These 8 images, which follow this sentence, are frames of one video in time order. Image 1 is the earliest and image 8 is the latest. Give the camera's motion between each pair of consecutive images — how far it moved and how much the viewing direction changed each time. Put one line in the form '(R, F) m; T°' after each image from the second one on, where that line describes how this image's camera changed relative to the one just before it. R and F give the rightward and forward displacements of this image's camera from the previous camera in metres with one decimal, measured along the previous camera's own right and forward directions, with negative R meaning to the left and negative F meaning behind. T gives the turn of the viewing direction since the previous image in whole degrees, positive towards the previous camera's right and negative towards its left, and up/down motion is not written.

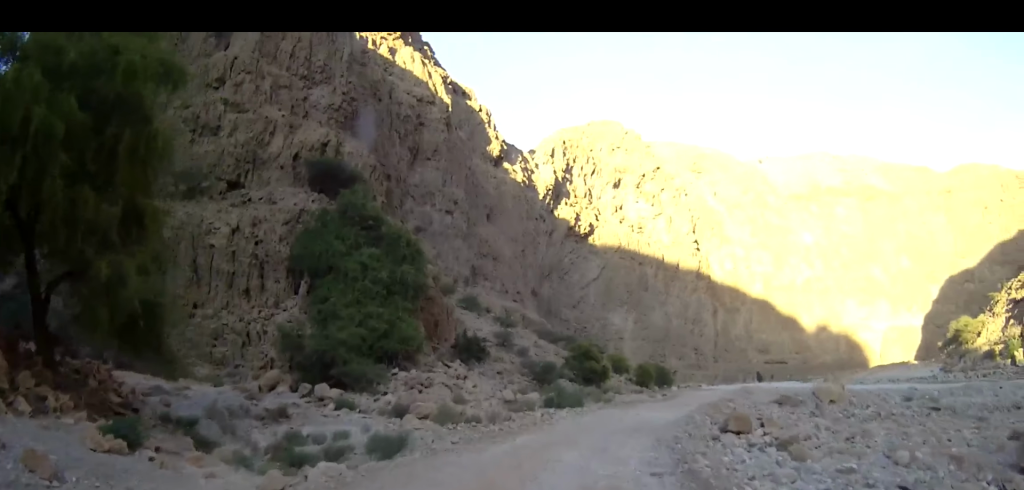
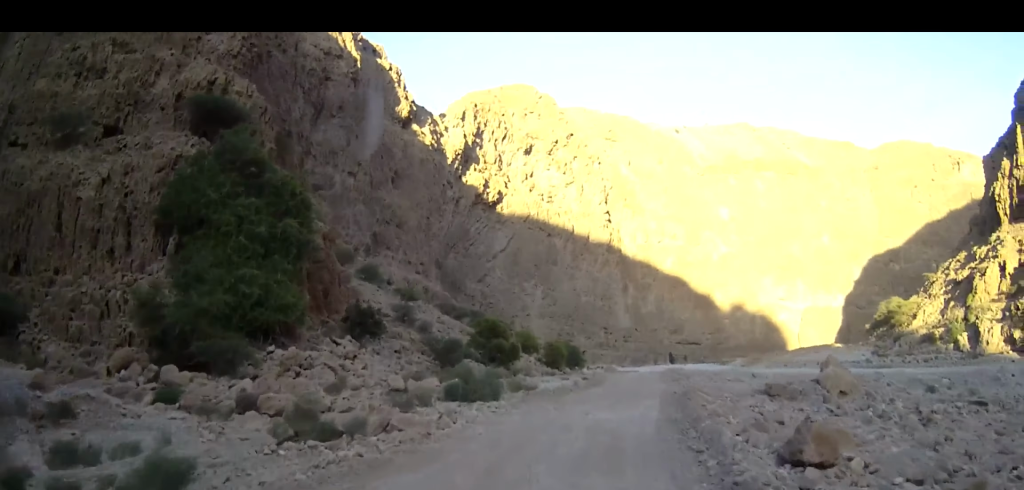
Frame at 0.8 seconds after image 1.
(+0.6, +10.0) m; +6°
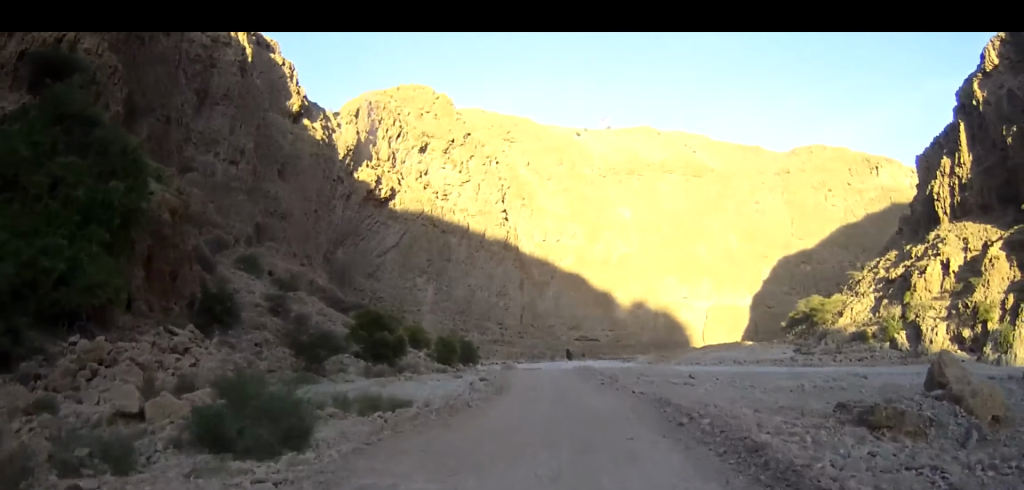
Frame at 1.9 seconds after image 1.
(+1.0, +13.8) m; +8°
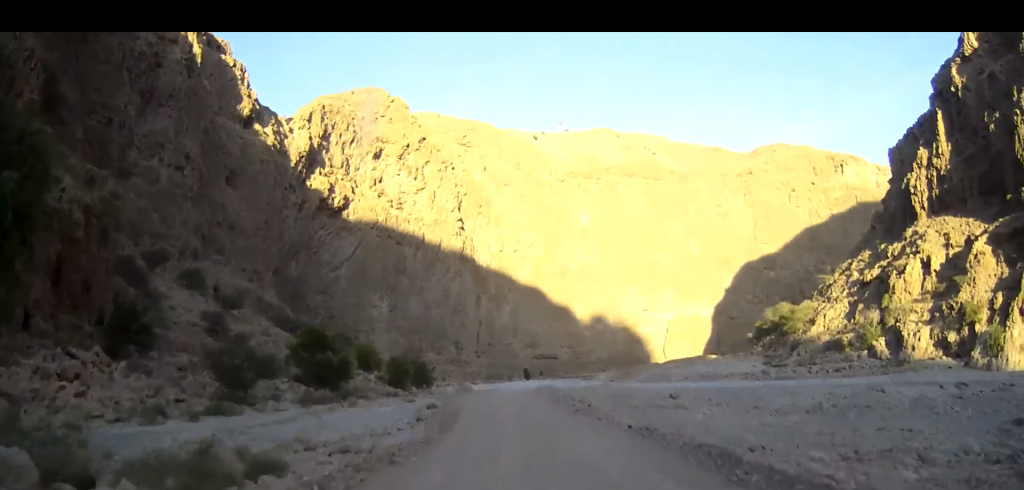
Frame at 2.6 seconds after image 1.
(+0.4, +7.8) m; +2°
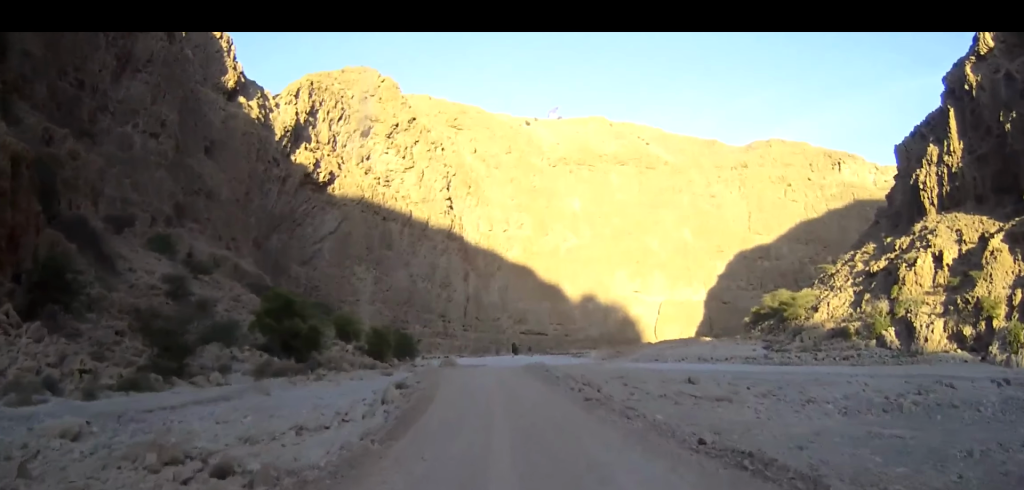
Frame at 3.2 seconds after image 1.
(+0.2, +8.4) m; +2°
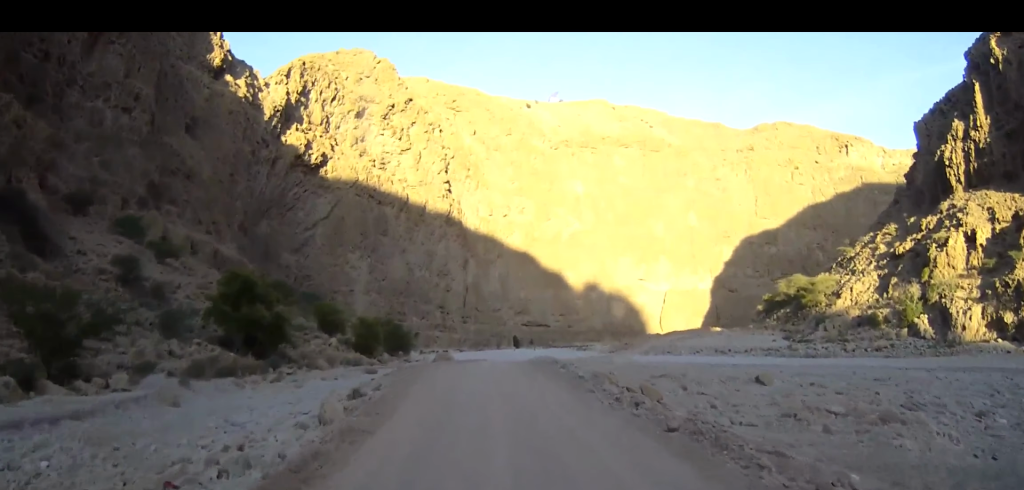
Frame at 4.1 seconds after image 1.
(+0.1, +11.2) m; +1°
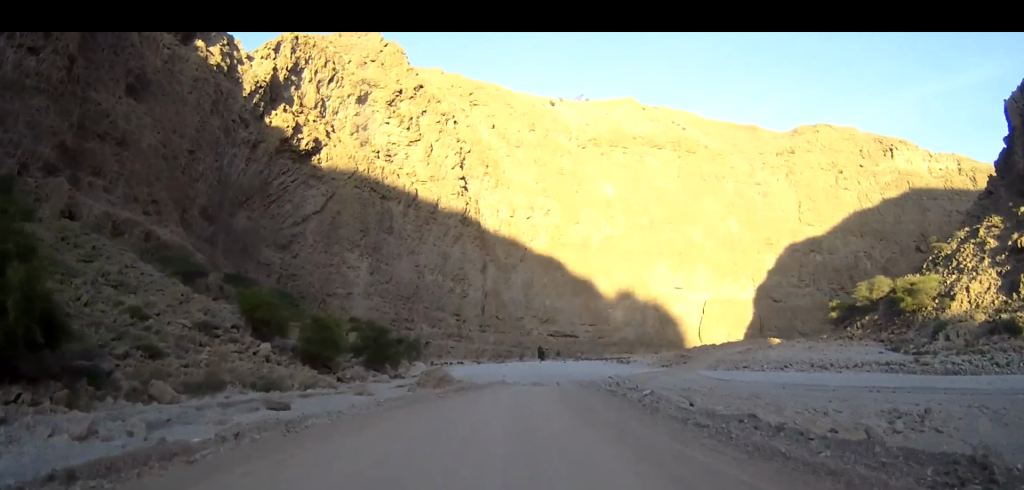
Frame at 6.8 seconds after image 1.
(+0.3, +37.0) m; -1°
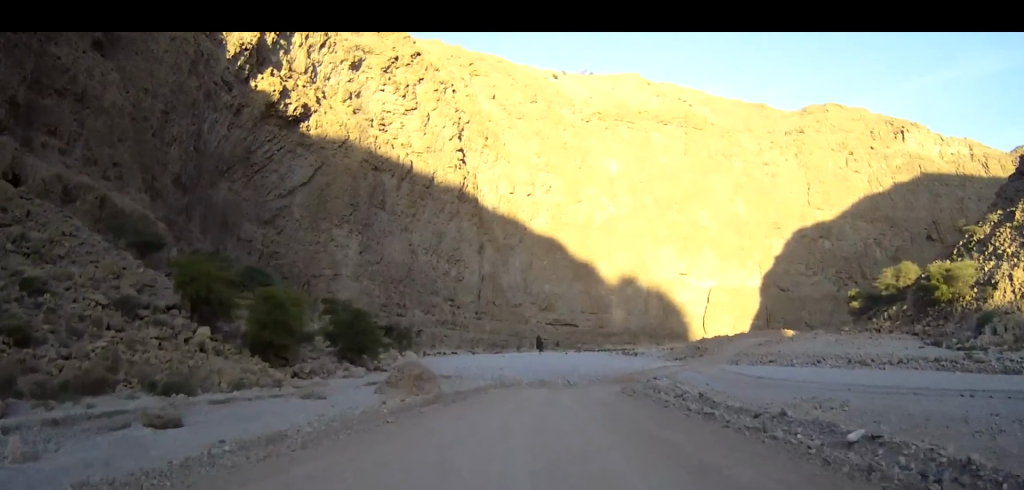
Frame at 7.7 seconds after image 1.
(-0.3, +14.0) m; 0°
